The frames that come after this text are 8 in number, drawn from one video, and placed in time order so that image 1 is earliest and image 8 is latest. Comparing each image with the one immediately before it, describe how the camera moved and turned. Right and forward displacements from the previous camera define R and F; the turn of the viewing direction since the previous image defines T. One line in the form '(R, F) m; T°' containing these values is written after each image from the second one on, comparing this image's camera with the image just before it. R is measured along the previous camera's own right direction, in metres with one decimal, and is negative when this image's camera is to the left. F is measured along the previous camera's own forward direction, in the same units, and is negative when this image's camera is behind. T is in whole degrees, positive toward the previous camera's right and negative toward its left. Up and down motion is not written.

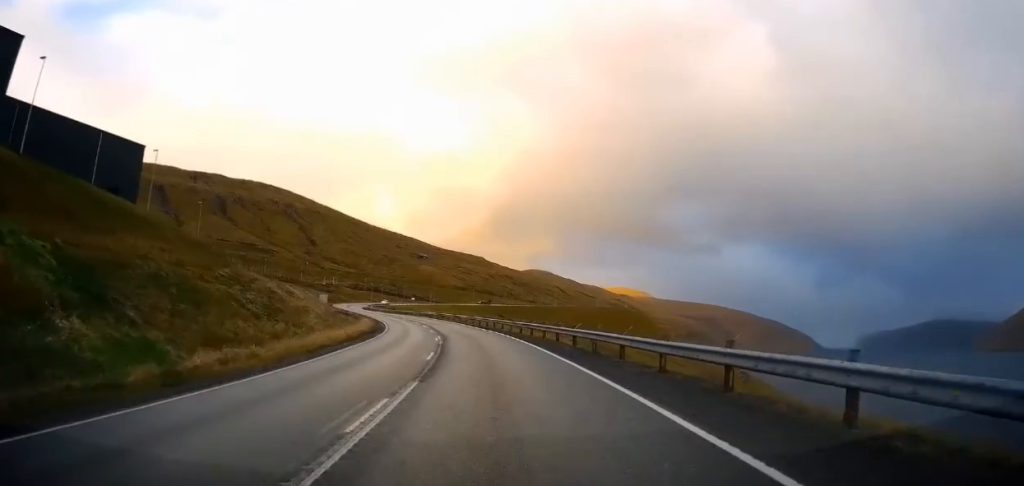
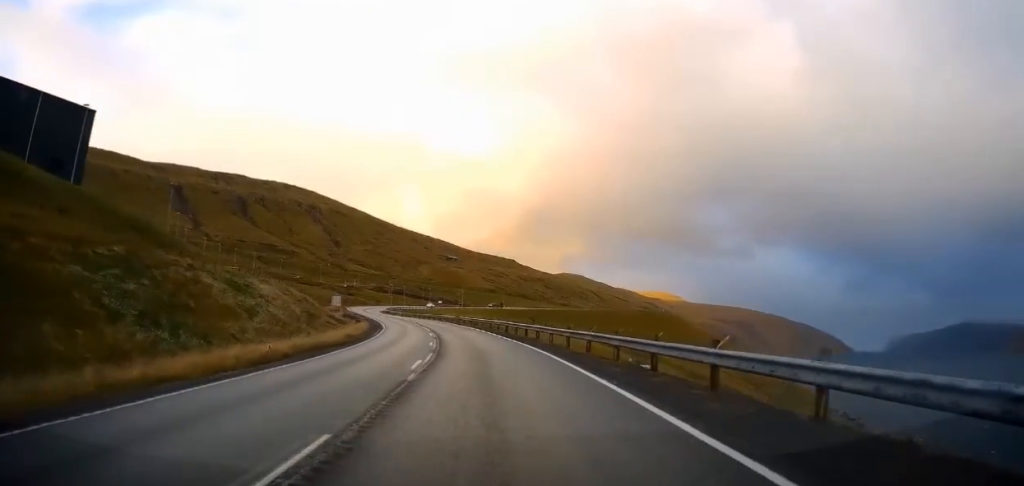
(0.0, +15.3) m; -2°
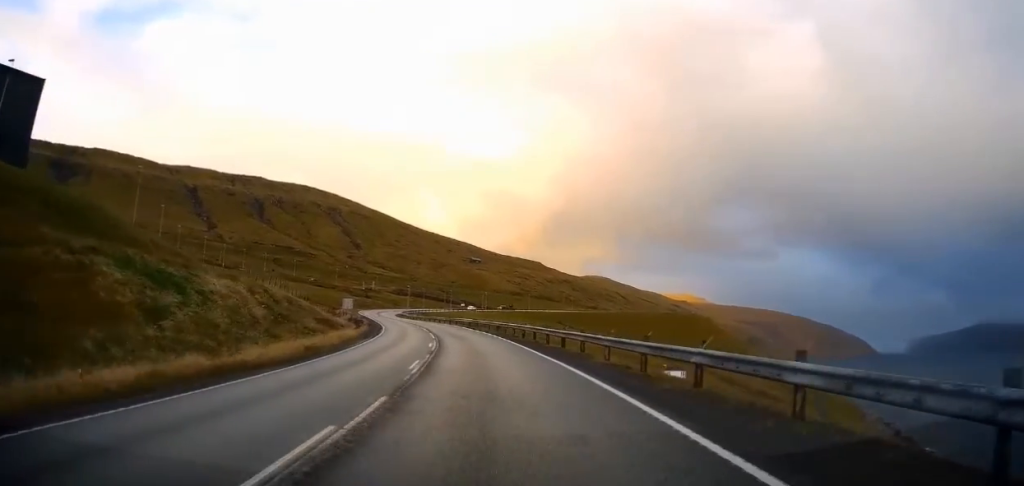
(-0.5, +11.3) m; -3°
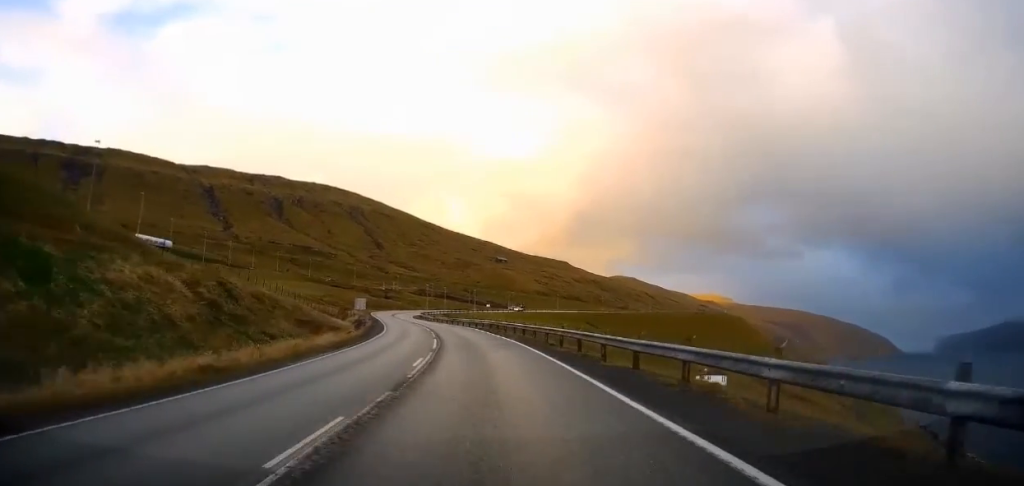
(-0.4, +11.3) m; -2°
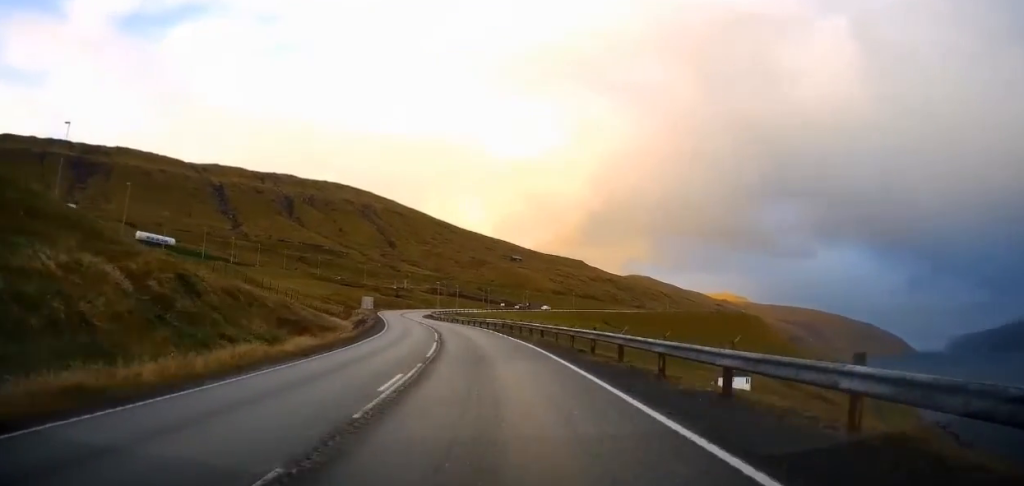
(-0.1, +6.2) m; -1°
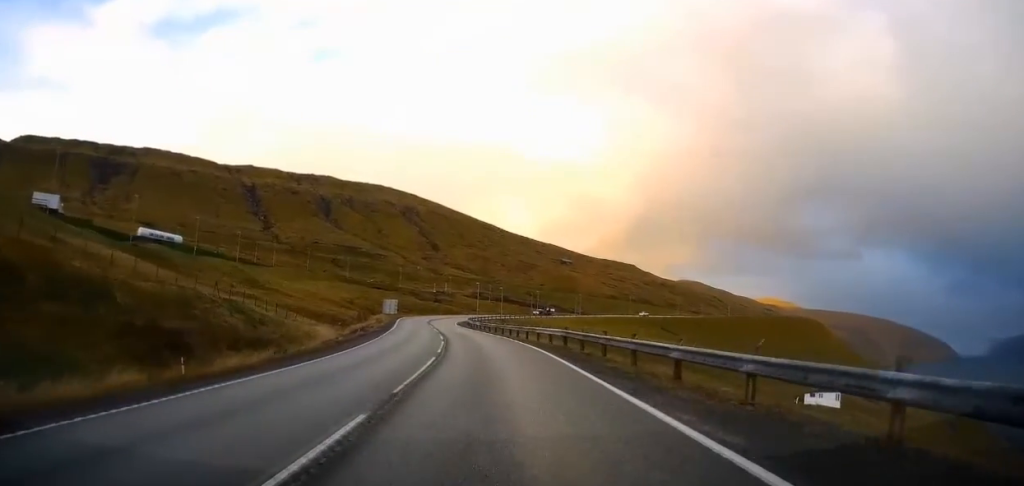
(-0.3, +20.5) m; -3°
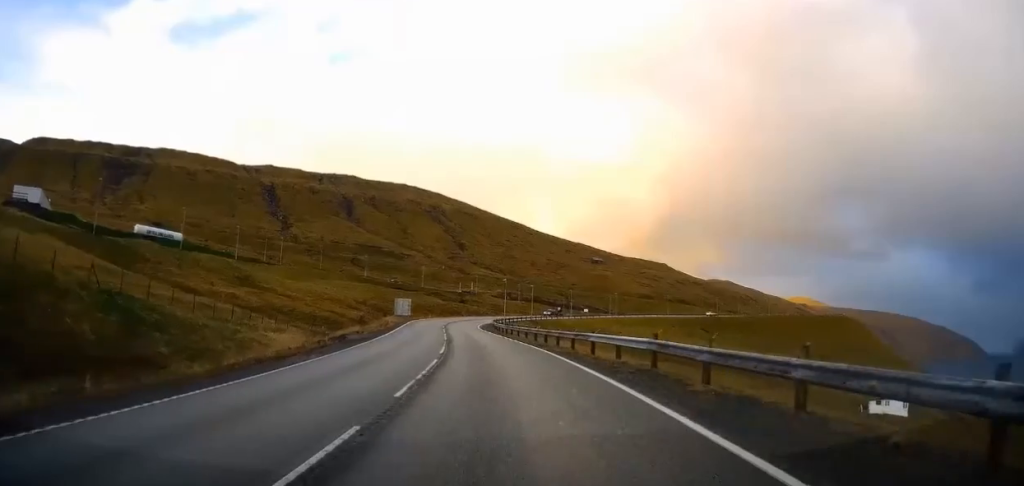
(-0.4, +13.4) m; -4°
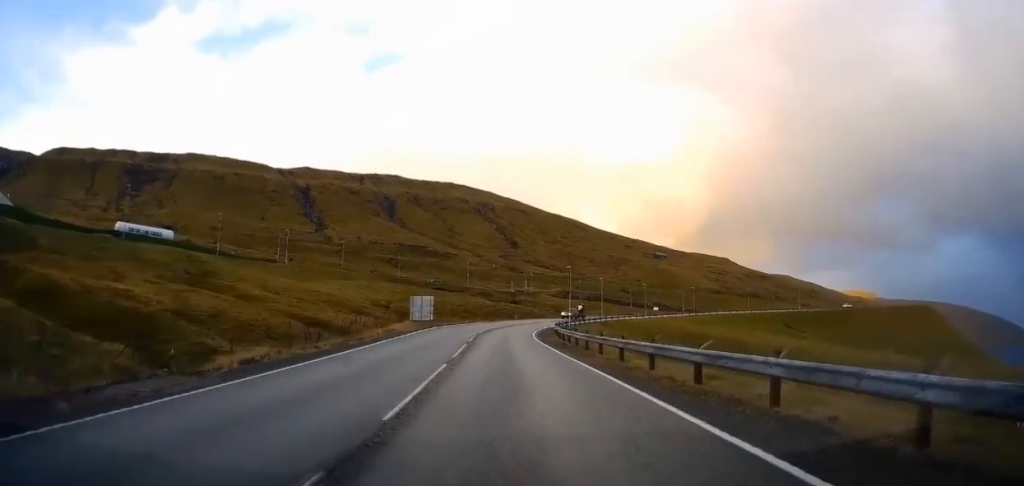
(-1.7, +26.4) m; -7°
